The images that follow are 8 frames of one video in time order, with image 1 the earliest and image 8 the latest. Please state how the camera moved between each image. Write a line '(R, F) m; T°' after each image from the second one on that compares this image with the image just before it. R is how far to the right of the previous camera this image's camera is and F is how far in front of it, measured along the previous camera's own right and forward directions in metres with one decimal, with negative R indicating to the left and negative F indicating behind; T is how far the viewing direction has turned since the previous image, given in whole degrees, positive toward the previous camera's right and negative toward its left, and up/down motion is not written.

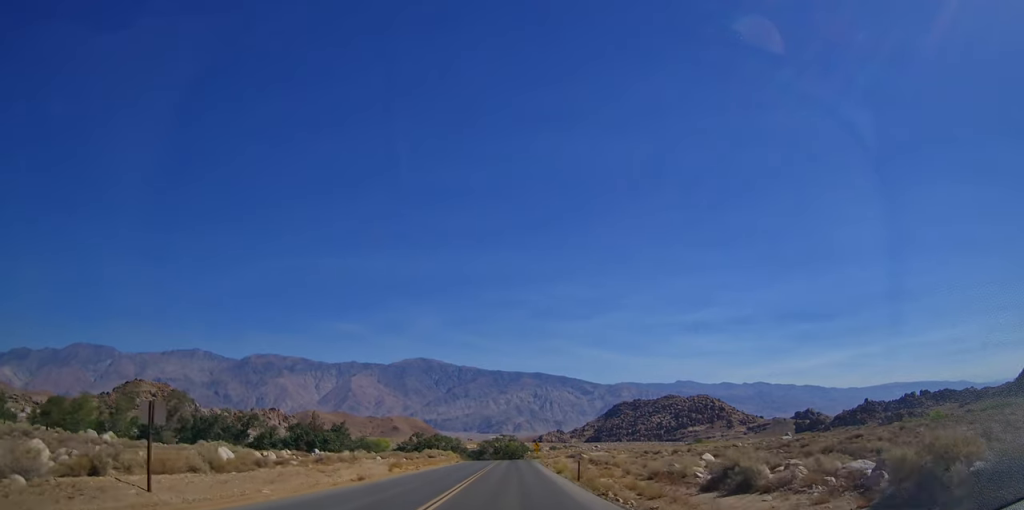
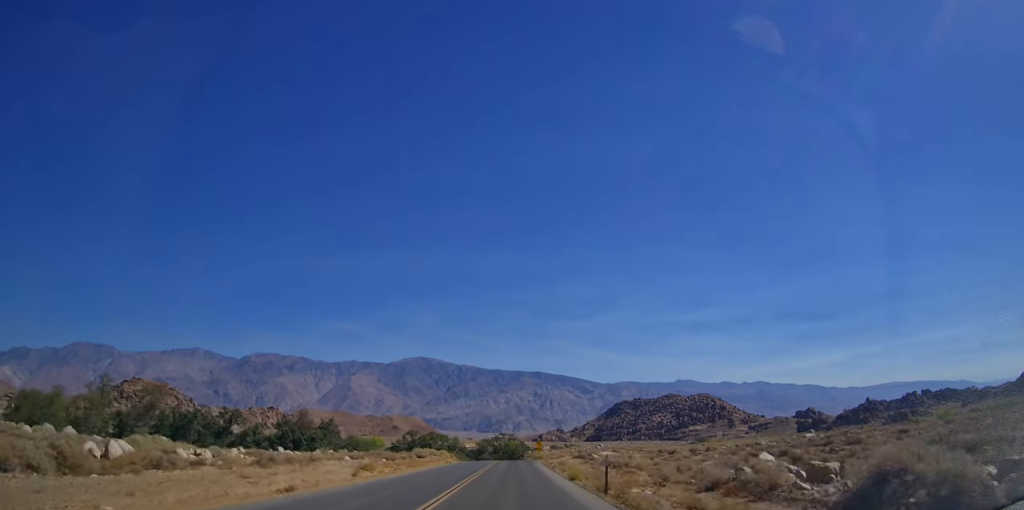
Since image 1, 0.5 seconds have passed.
(+0.3, +8.0) m; 0°
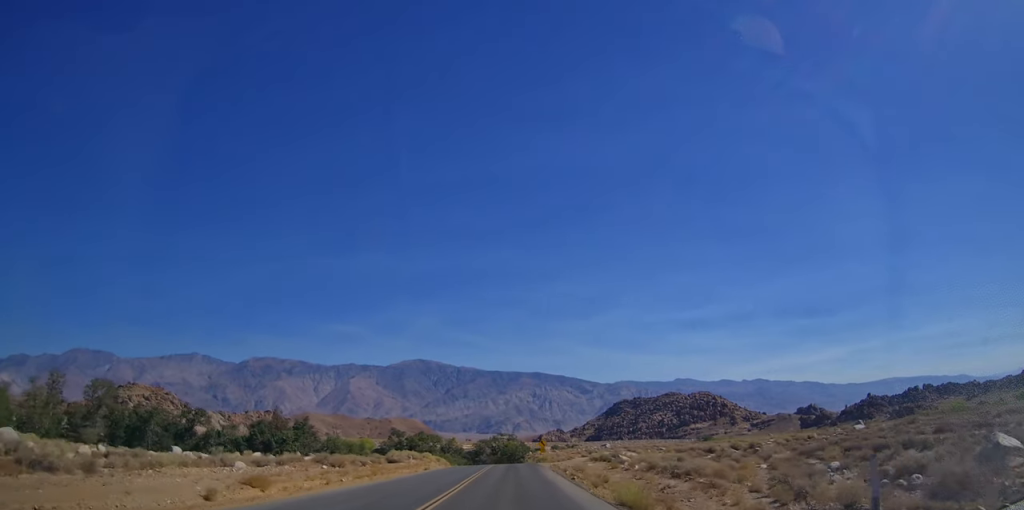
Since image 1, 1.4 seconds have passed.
(-0.4, +13.9) m; -1°
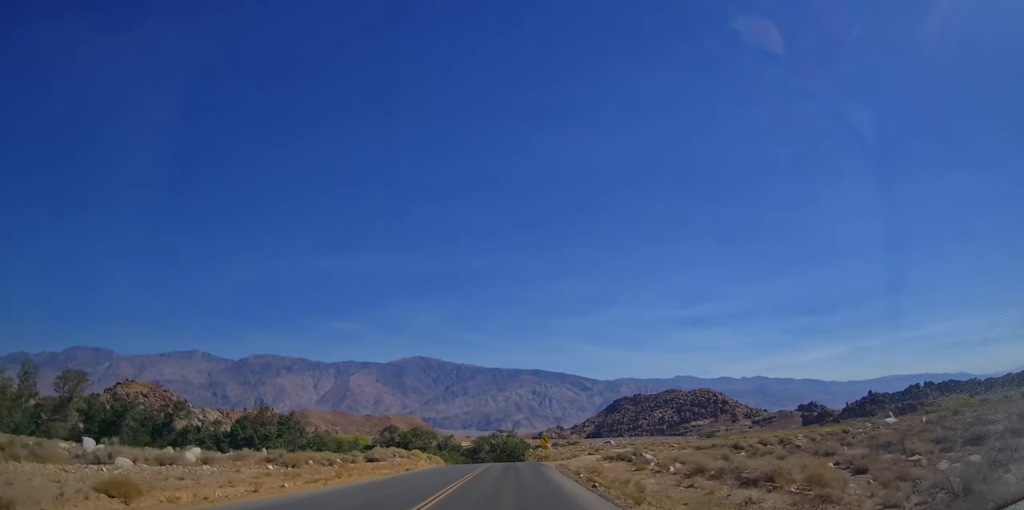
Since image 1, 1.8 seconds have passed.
(-0.1, +7.0) m; 0°
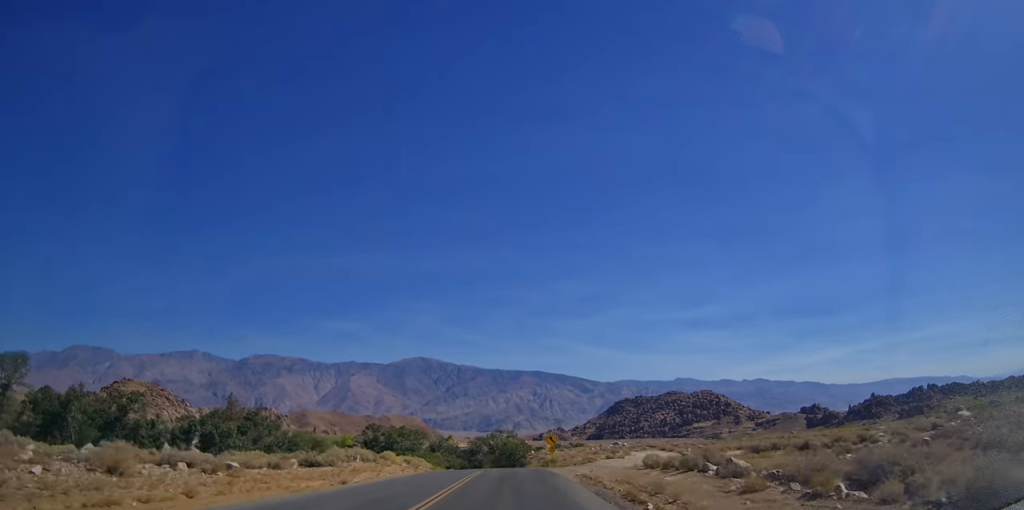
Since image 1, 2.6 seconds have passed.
(+0.1, +13.1) m; 0°
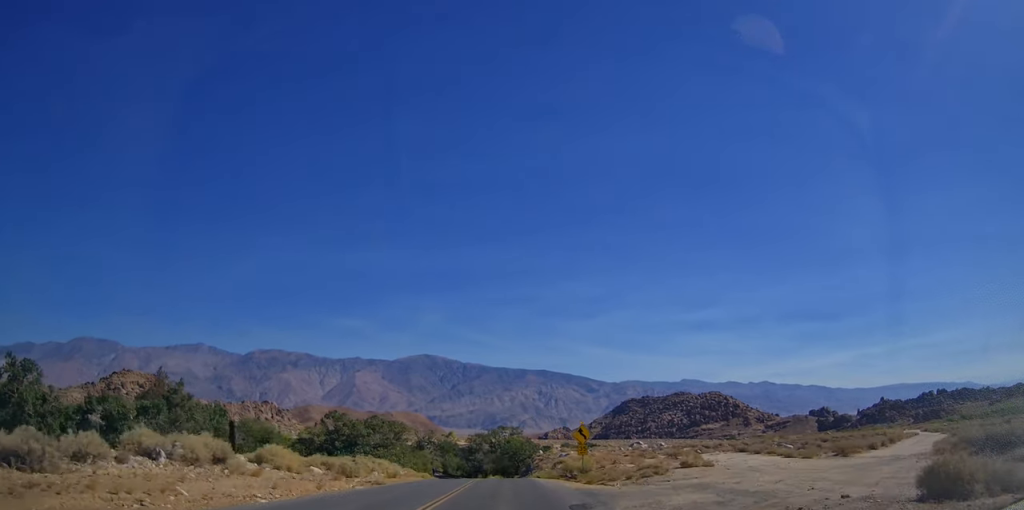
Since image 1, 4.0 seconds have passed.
(+0.5, +23.4) m; +2°
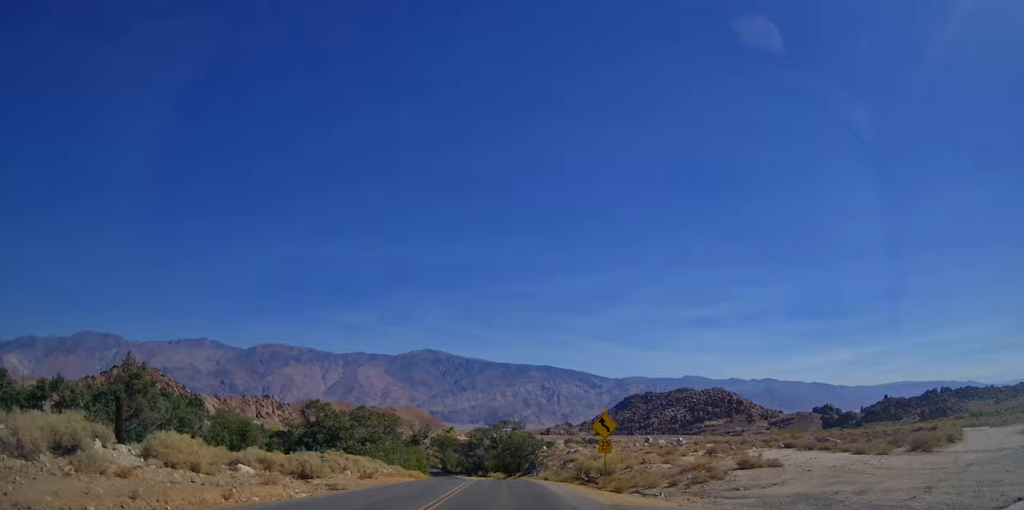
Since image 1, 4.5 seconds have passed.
(+0.3, +7.9) m; 0°
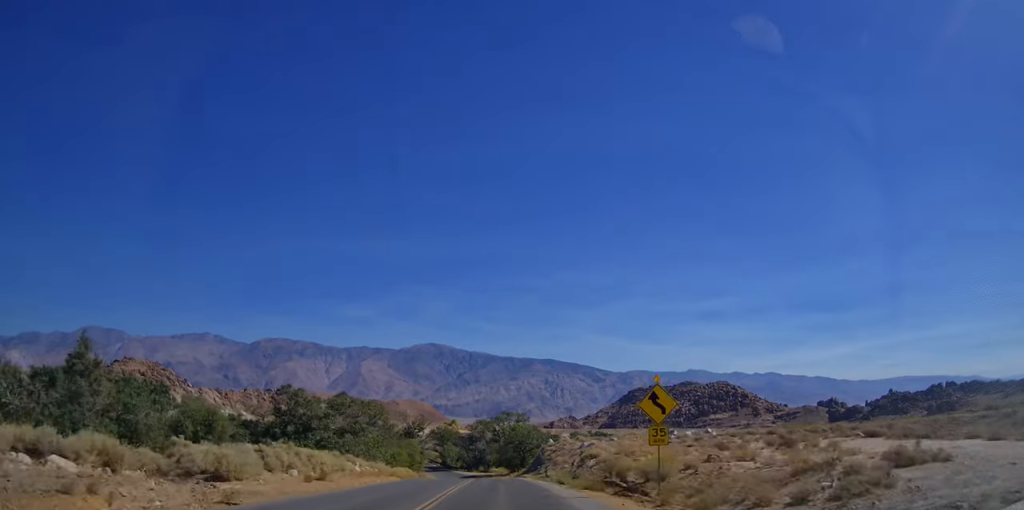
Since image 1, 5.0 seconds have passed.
(-0.2, +9.6) m; -1°
